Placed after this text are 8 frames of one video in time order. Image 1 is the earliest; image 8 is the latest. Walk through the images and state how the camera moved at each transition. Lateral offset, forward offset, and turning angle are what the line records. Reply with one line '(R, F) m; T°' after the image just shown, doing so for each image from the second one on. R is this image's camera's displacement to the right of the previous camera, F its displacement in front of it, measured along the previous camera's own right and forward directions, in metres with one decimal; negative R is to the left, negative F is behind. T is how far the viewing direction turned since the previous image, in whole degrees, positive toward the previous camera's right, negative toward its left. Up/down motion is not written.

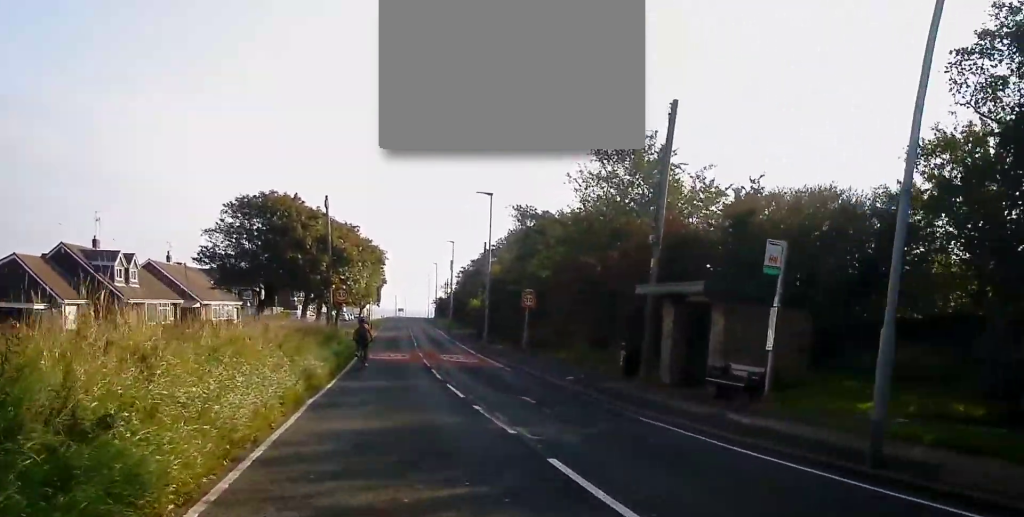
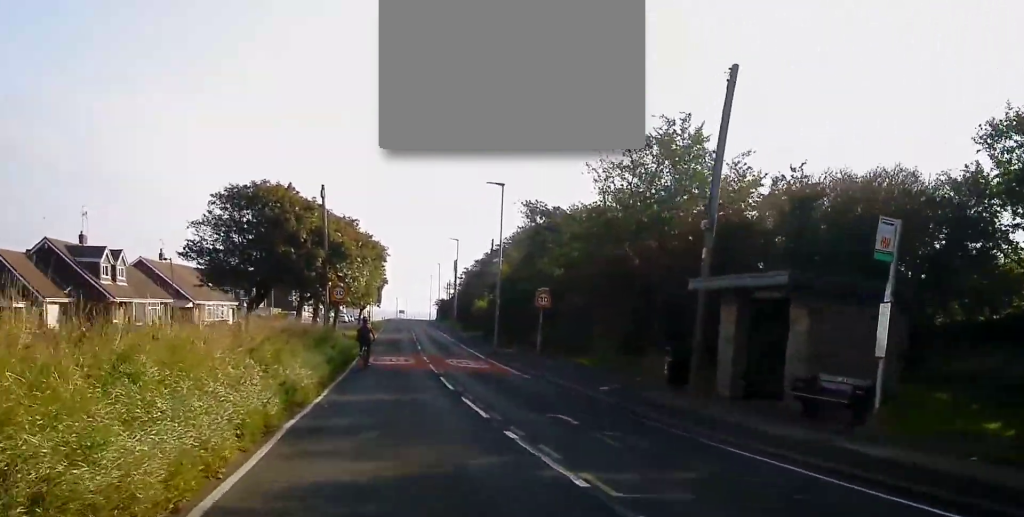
(+0.2, +3.4) m; 0°
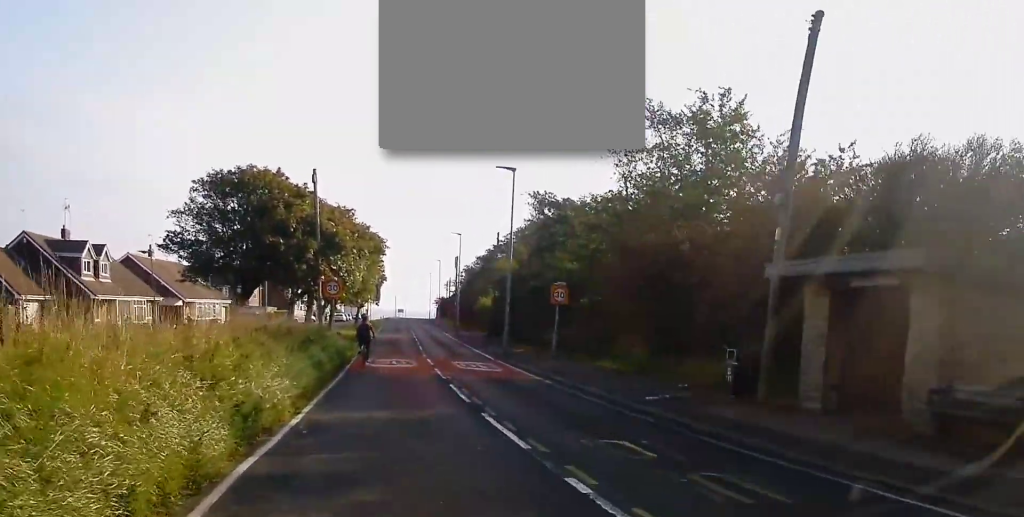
(+0.1, +3.4) m; -1°
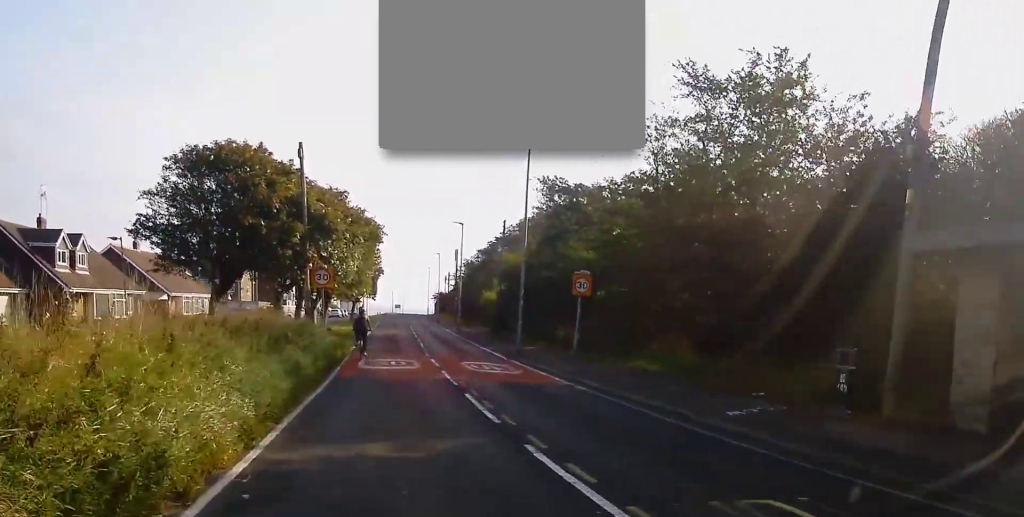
(-0.2, +4.0) m; -2°
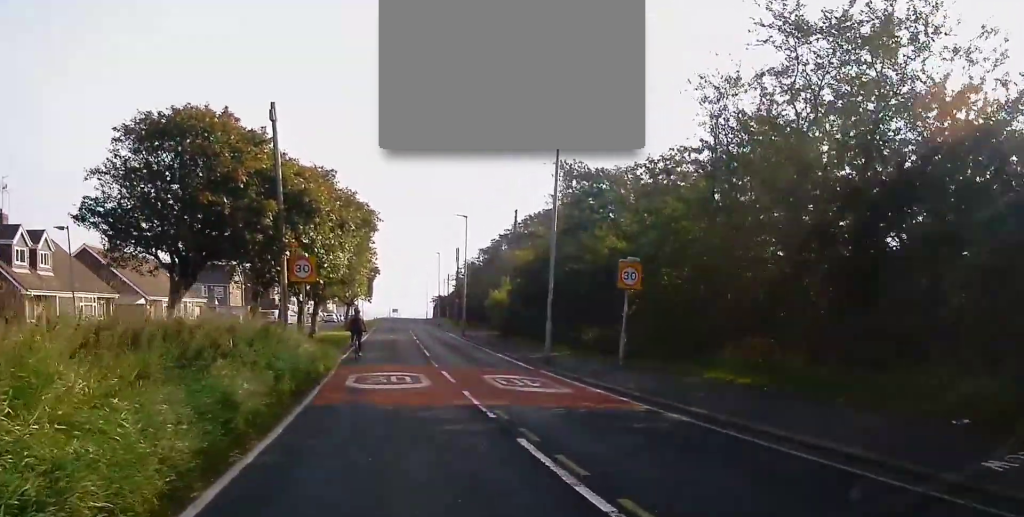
(-0.1, +5.9) m; 0°
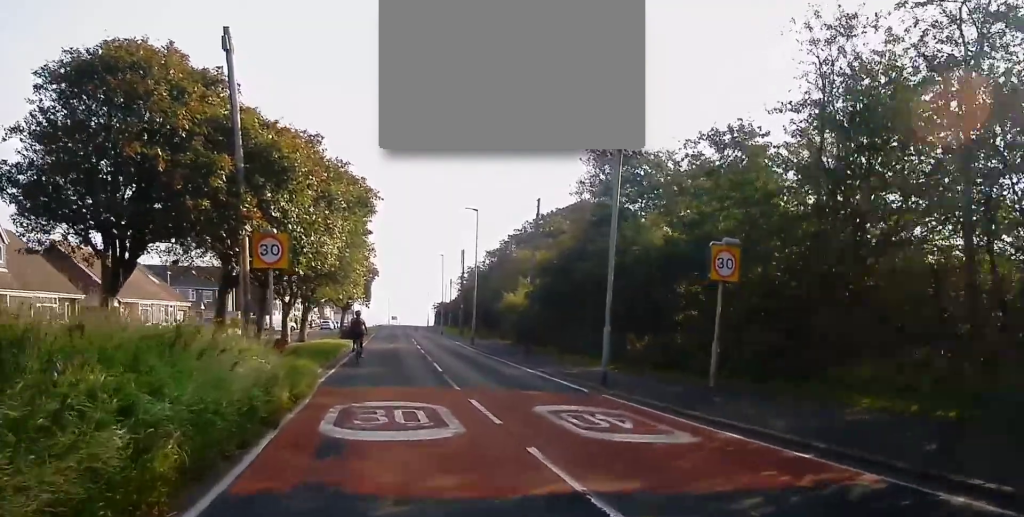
(+0.1, +6.4) m; +2°
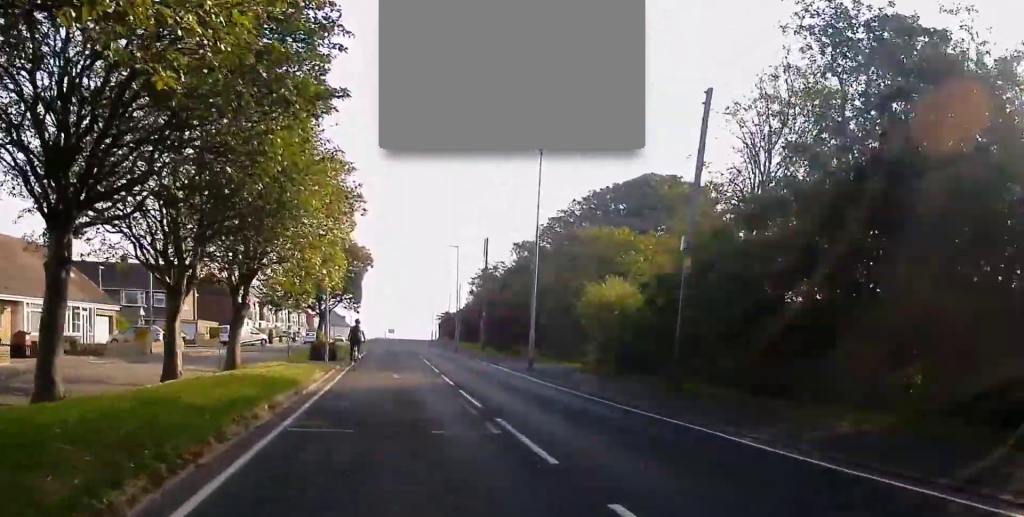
(-0.9, +20.1) m; -2°
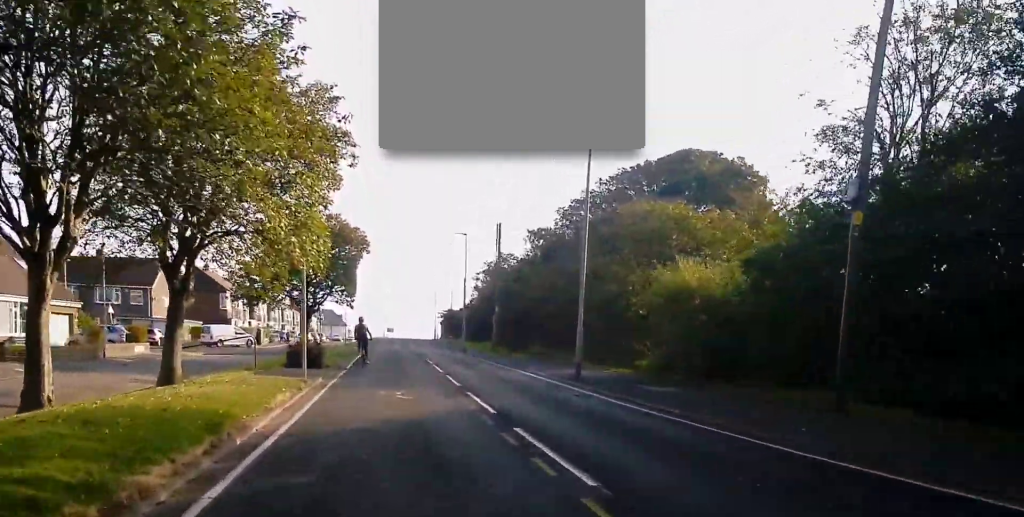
(+0.5, +7.1) m; +4°
